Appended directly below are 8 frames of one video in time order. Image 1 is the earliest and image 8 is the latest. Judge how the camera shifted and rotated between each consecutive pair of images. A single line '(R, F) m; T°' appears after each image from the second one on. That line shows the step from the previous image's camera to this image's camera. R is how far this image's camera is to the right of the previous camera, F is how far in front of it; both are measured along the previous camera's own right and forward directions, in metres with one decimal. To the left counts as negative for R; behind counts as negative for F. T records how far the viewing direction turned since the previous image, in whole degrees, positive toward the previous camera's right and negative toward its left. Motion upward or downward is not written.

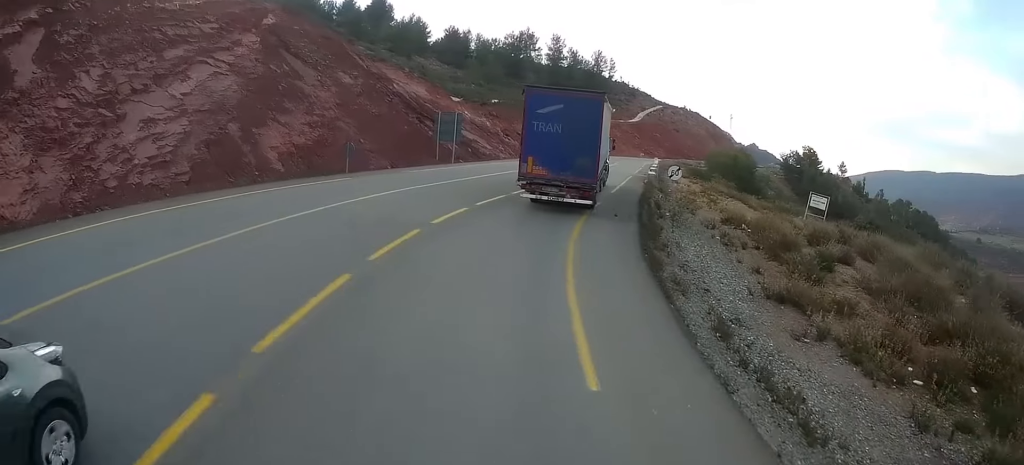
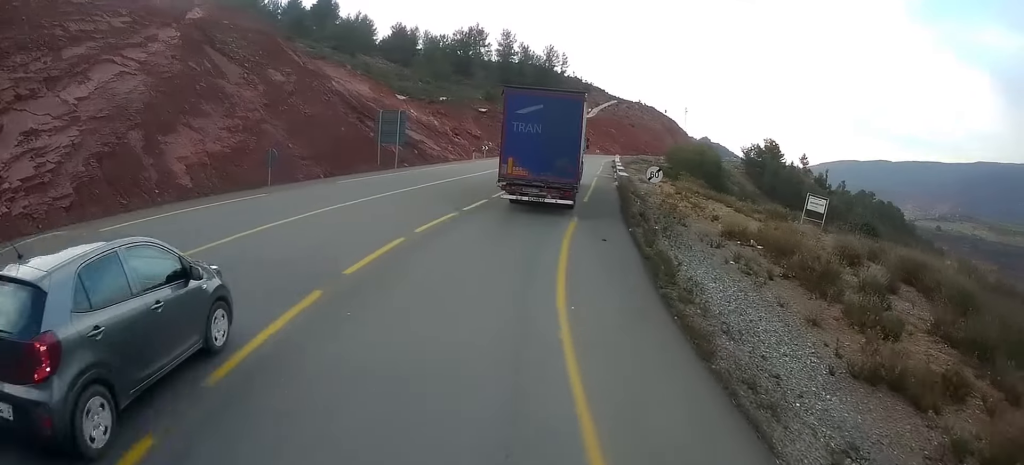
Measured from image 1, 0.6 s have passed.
(+0.2, +5.5) m; +4°
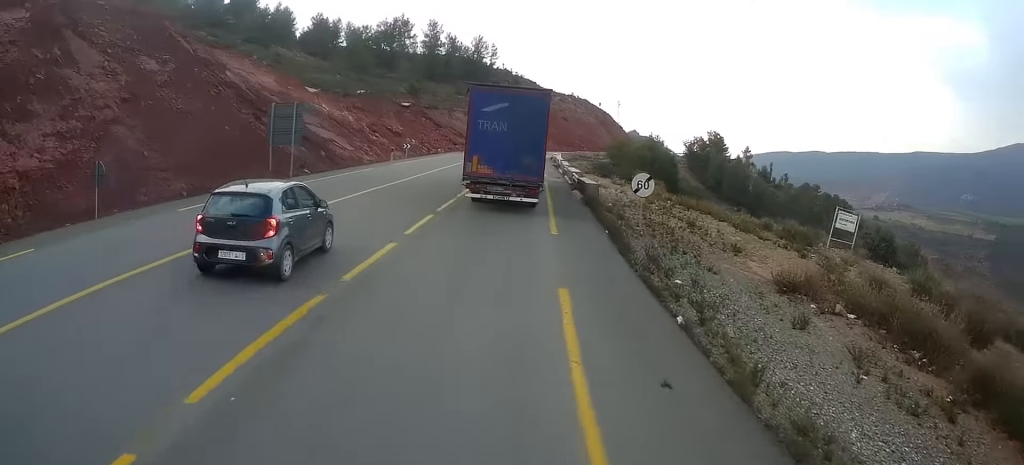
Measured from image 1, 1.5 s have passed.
(+0.6, +9.3) m; +6°
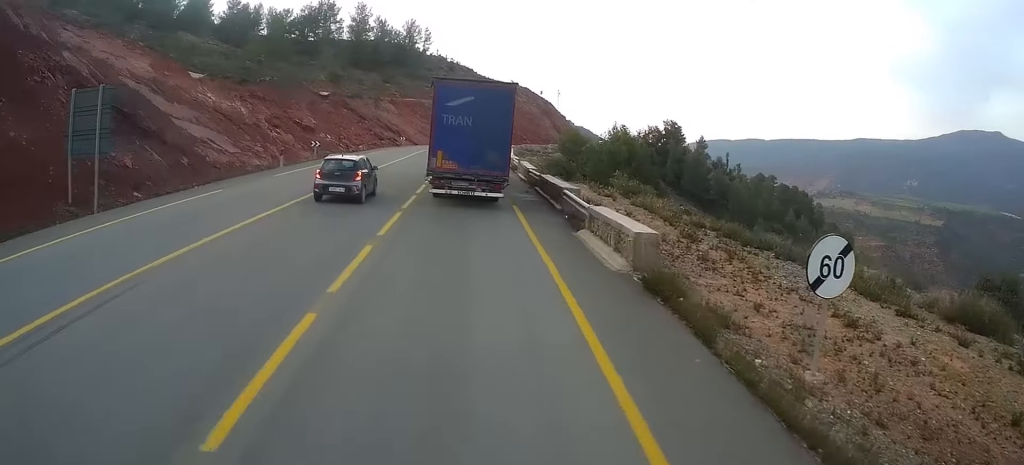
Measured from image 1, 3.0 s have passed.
(+0.3, +14.4) m; +2°
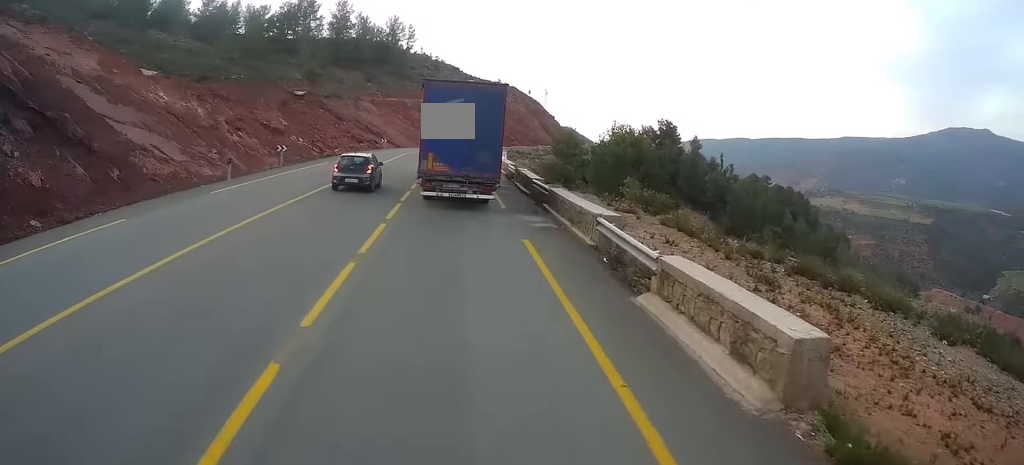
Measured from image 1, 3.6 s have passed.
(+0.2, +6.2) m; +3°
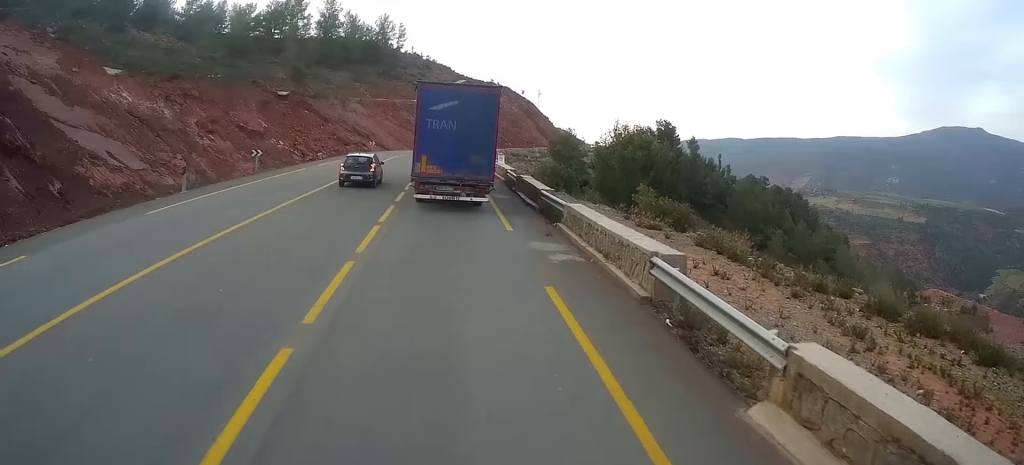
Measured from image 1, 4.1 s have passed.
(0.0, +4.3) m; +2°
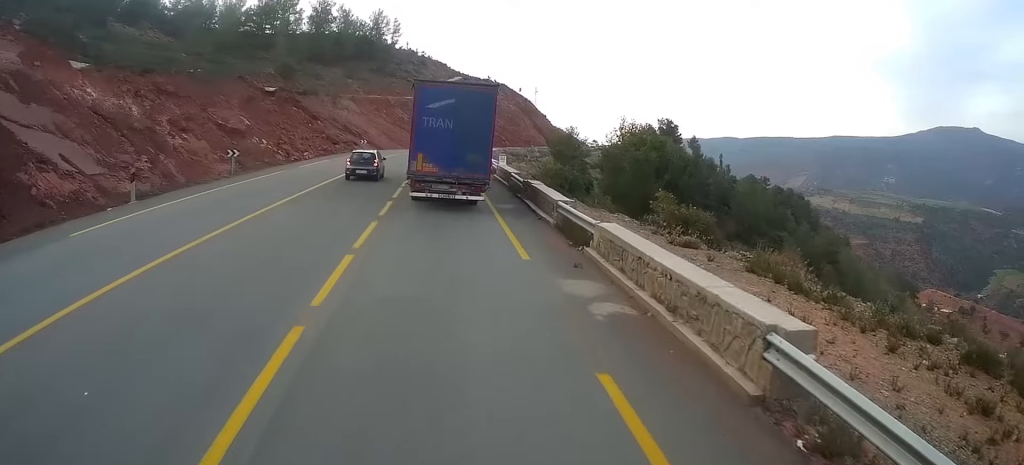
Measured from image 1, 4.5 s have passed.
(+0.1, +3.9) m; 0°
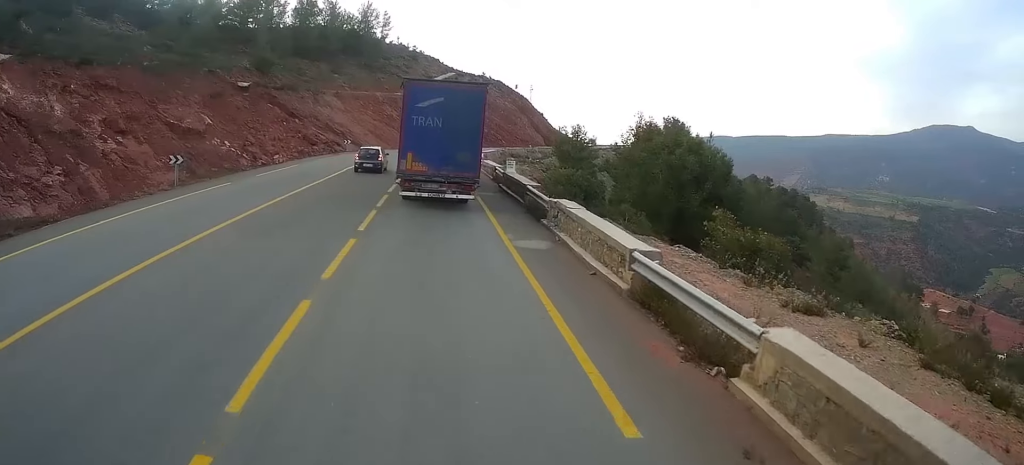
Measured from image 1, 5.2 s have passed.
(+0.2, +7.4) m; 0°
